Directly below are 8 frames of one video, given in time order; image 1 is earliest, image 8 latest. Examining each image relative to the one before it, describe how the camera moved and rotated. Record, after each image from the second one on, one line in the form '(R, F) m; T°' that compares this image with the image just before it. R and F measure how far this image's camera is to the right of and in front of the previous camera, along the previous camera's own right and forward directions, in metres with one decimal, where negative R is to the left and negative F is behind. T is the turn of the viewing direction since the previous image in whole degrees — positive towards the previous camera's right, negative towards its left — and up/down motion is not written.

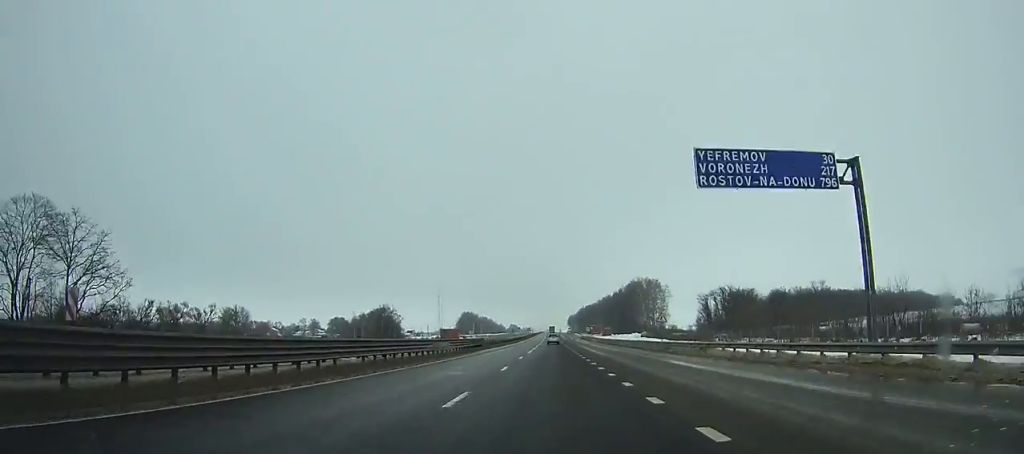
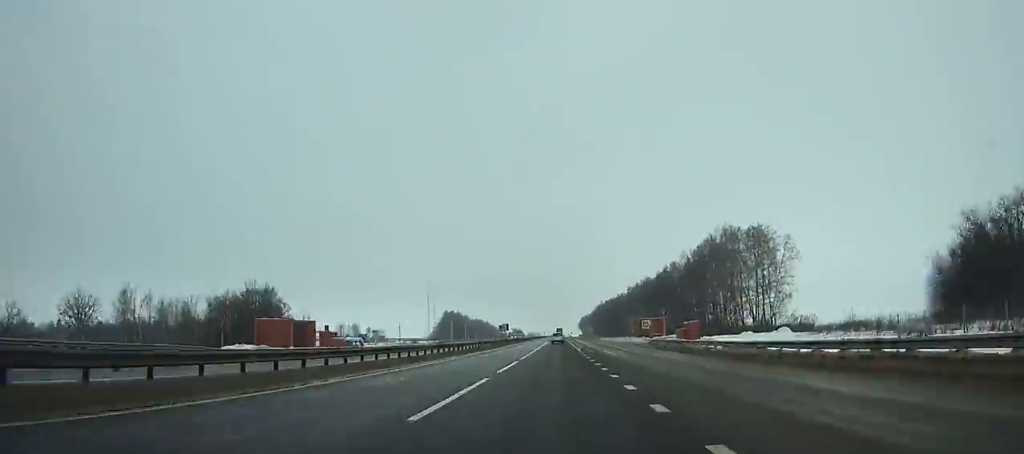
(0.0, +122.4) m; 0°
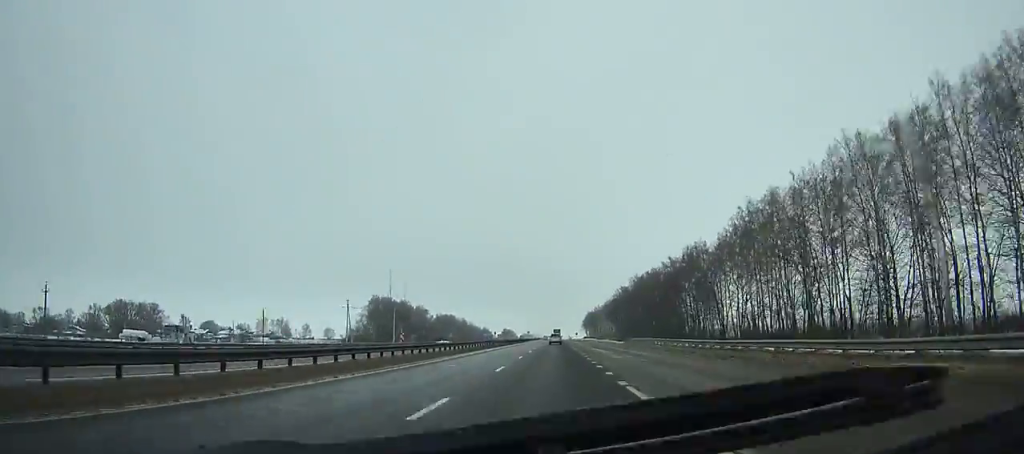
(-0.3, +158.4) m; 0°
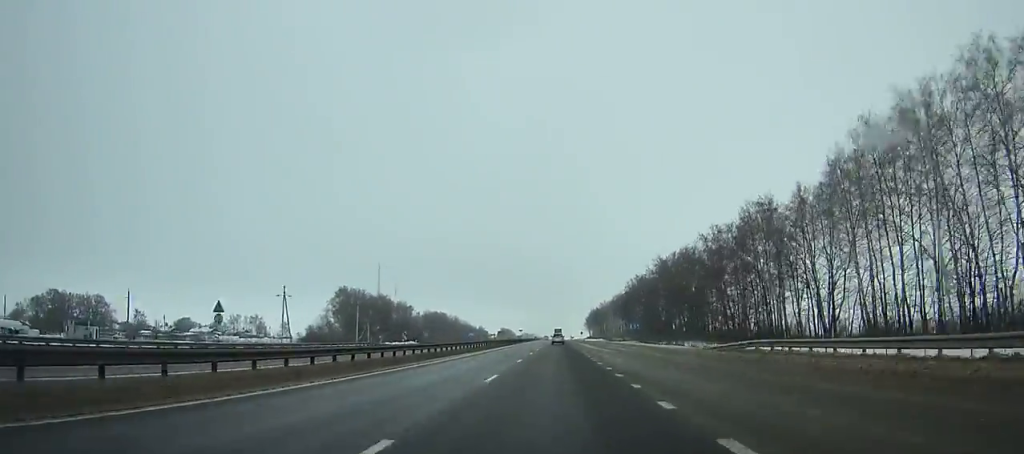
(0.0, +41.0) m; 0°
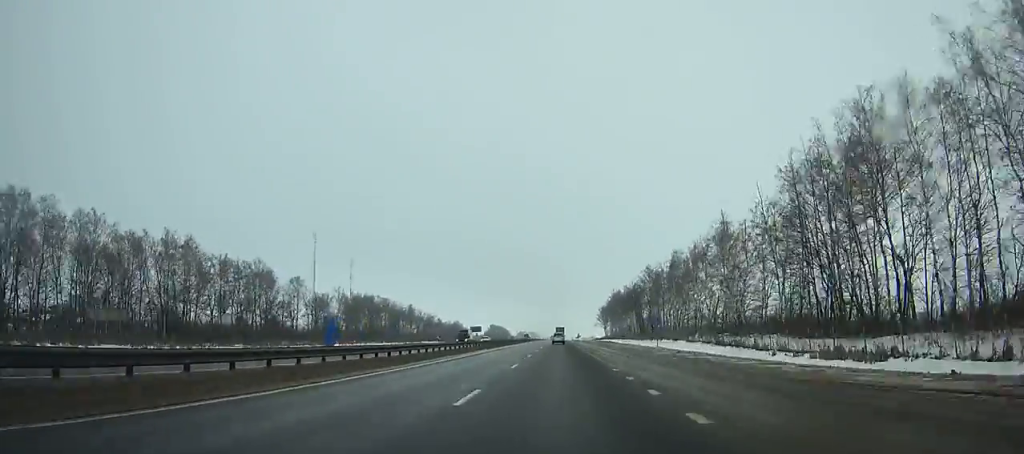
(+0.1, +150.1) m; 0°
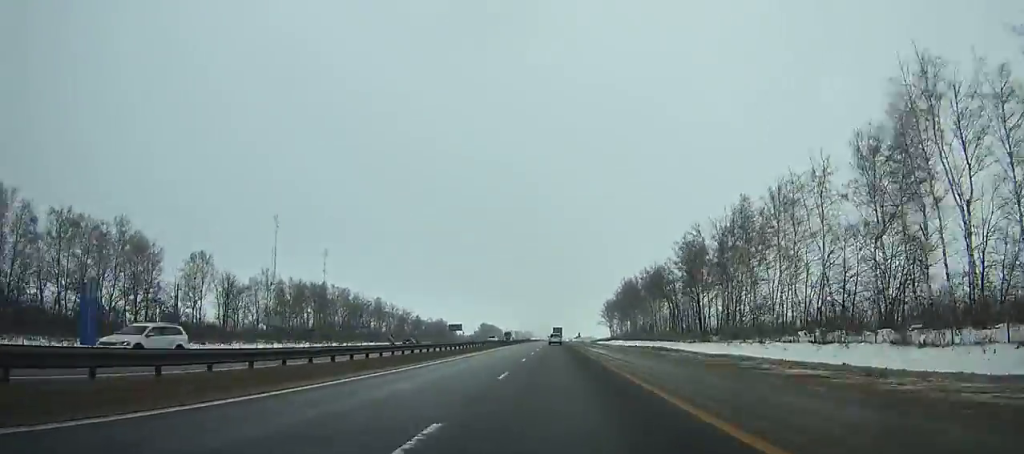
(+0.2, +53.7) m; 0°
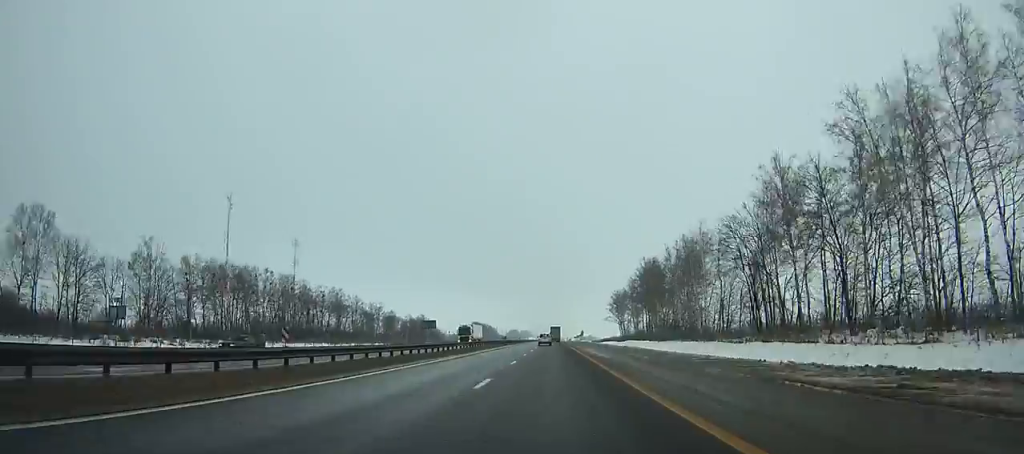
(+0.1, +50.8) m; 0°
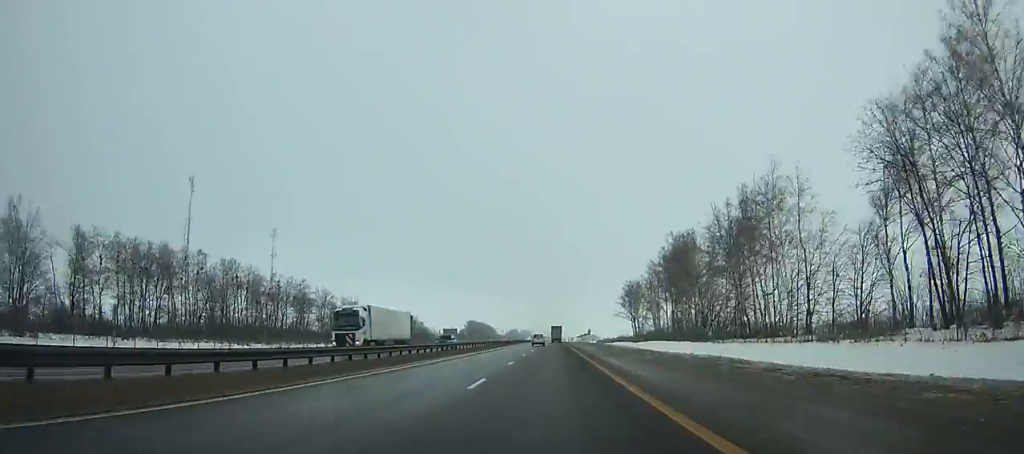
(0.0, +36.2) m; 0°
